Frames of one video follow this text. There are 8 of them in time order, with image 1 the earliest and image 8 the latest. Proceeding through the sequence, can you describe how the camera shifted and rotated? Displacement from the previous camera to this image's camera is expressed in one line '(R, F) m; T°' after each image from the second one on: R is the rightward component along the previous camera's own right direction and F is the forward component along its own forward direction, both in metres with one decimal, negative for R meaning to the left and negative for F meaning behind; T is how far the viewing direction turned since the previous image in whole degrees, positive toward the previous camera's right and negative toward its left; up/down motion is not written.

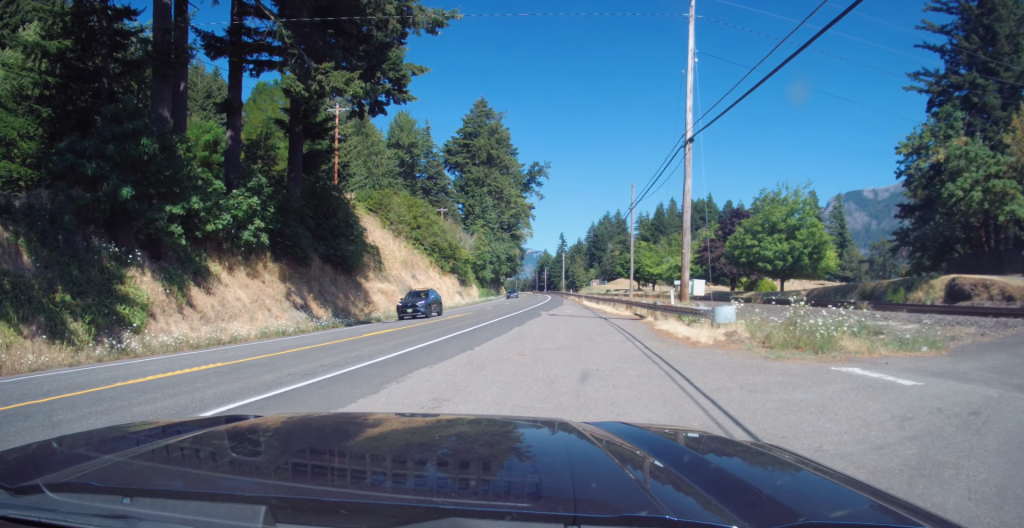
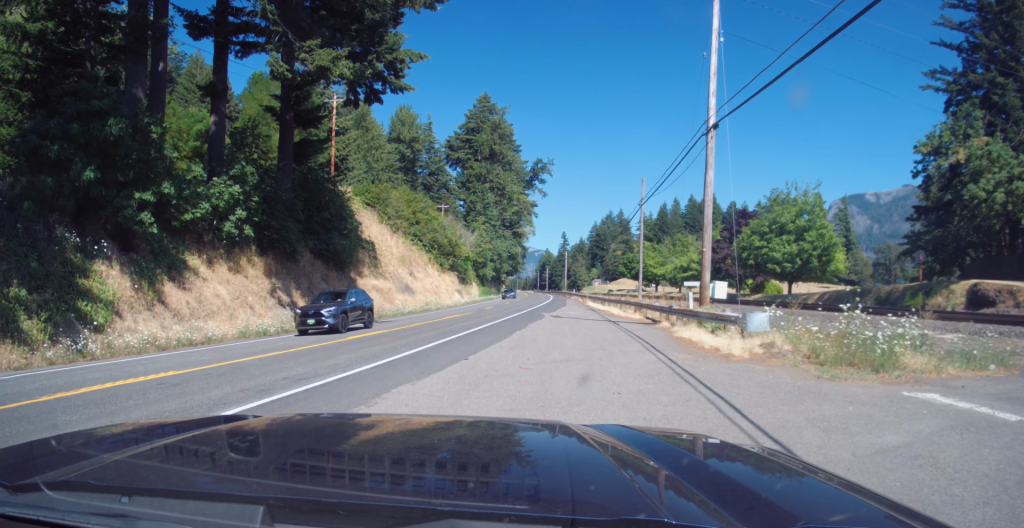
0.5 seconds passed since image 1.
(-0.1, +2.1) m; -1°
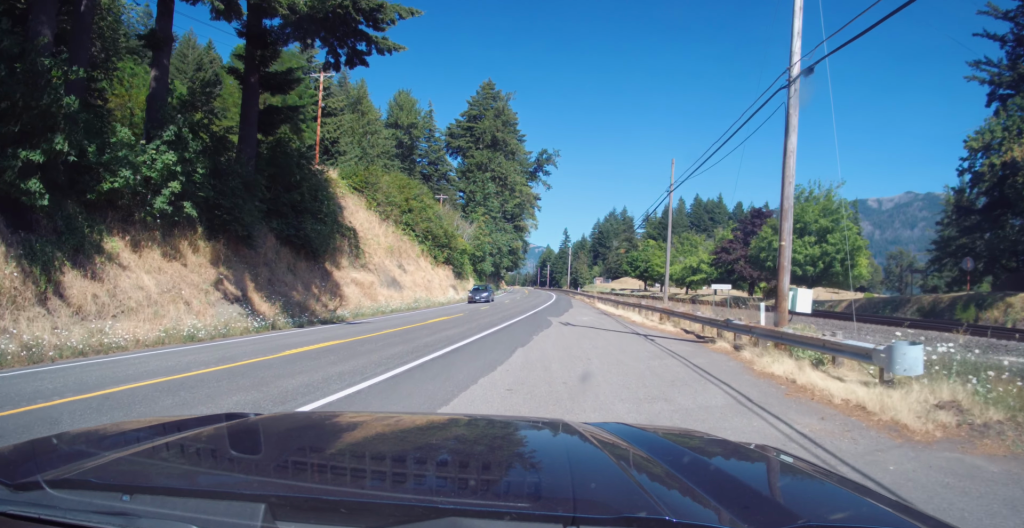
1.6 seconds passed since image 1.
(+0.2, +5.9) m; +3°
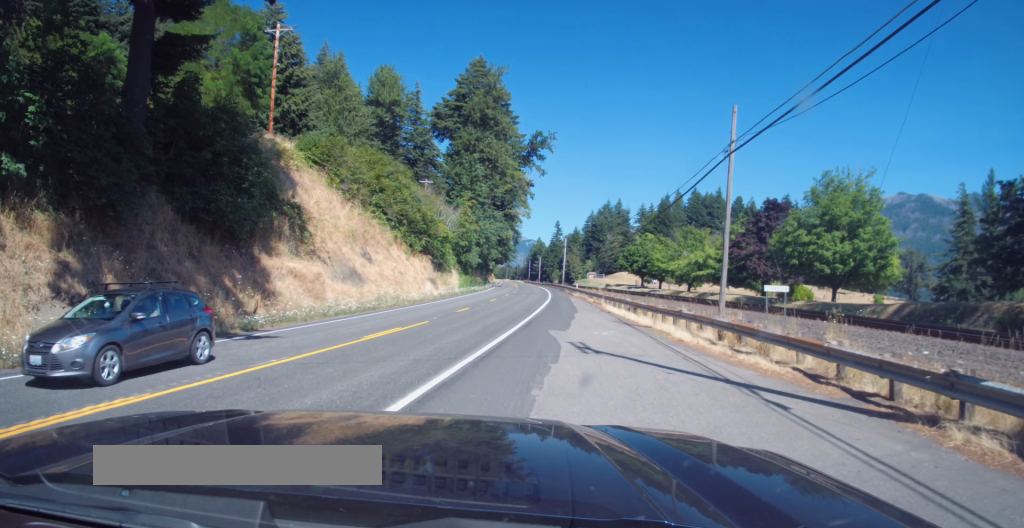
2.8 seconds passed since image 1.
(+0.2, +9.2) m; +2°
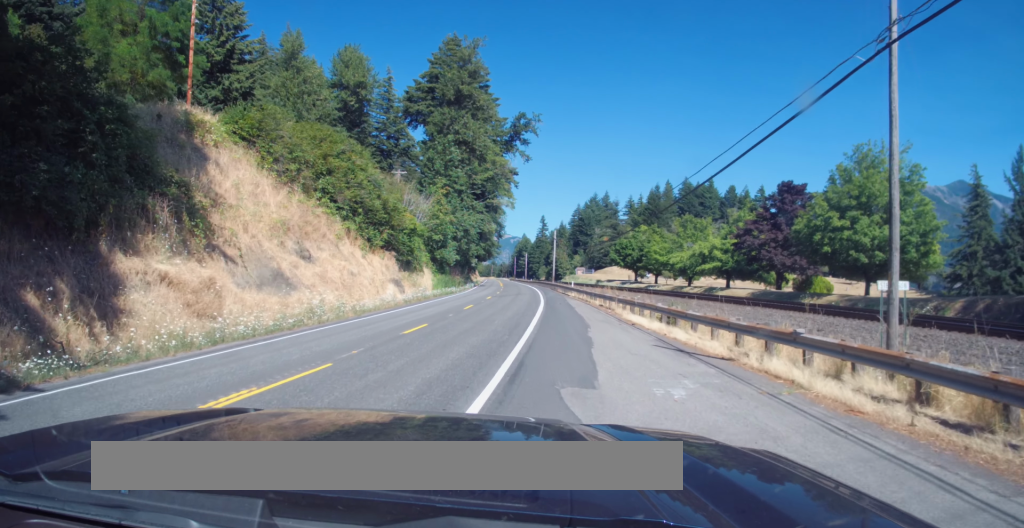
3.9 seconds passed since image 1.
(+0.2, +10.1) m; +2°
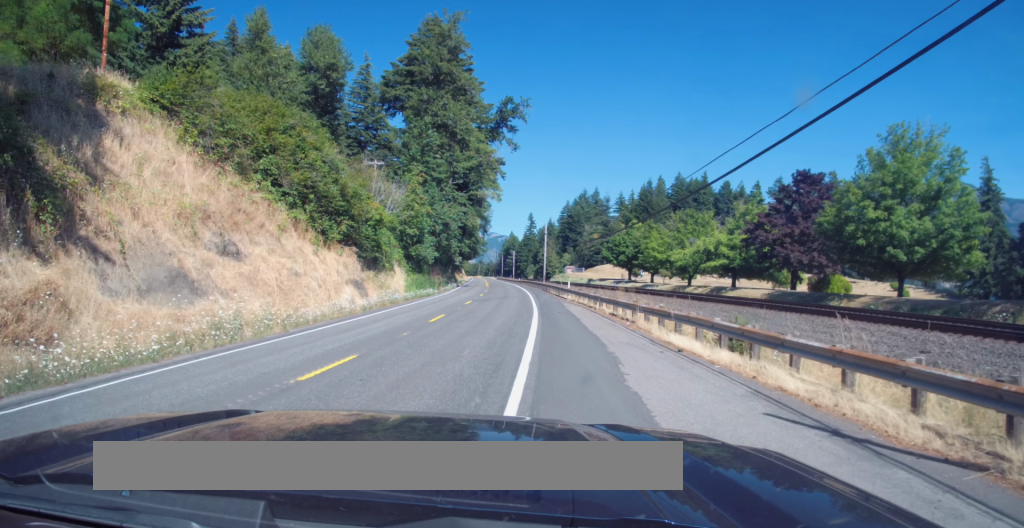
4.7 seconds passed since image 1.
(+0.1, +7.9) m; 0°
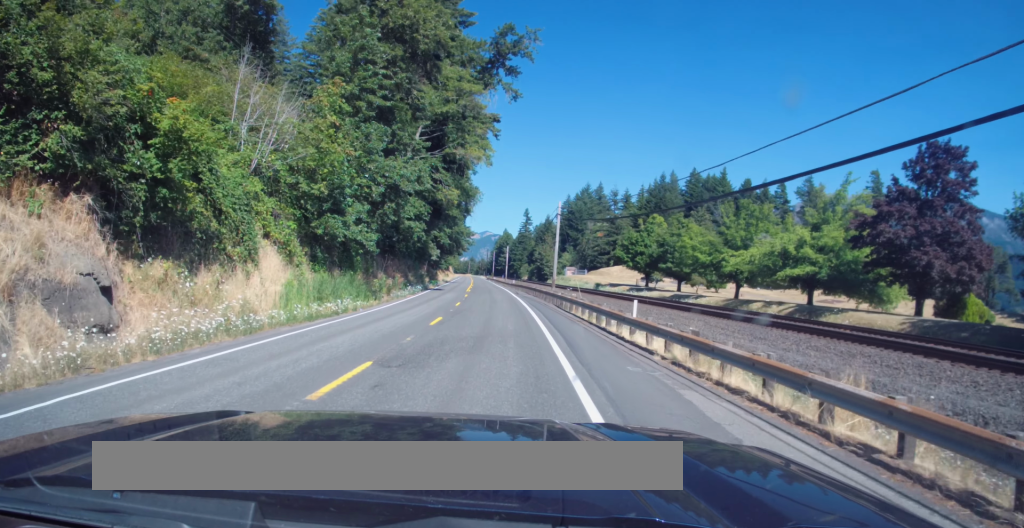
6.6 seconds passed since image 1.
(-0.5, +25.2) m; 0°
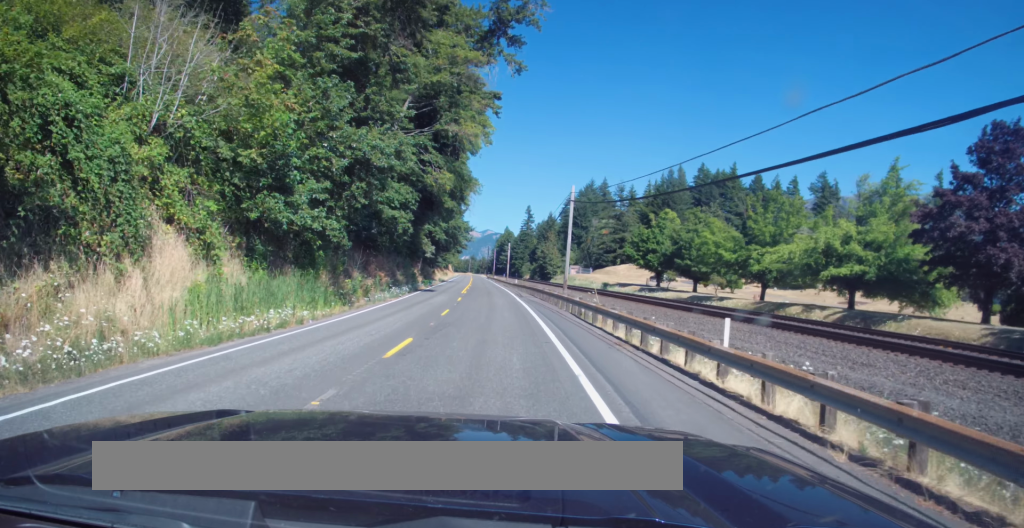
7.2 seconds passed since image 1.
(+0.3, +8.2) m; 0°
